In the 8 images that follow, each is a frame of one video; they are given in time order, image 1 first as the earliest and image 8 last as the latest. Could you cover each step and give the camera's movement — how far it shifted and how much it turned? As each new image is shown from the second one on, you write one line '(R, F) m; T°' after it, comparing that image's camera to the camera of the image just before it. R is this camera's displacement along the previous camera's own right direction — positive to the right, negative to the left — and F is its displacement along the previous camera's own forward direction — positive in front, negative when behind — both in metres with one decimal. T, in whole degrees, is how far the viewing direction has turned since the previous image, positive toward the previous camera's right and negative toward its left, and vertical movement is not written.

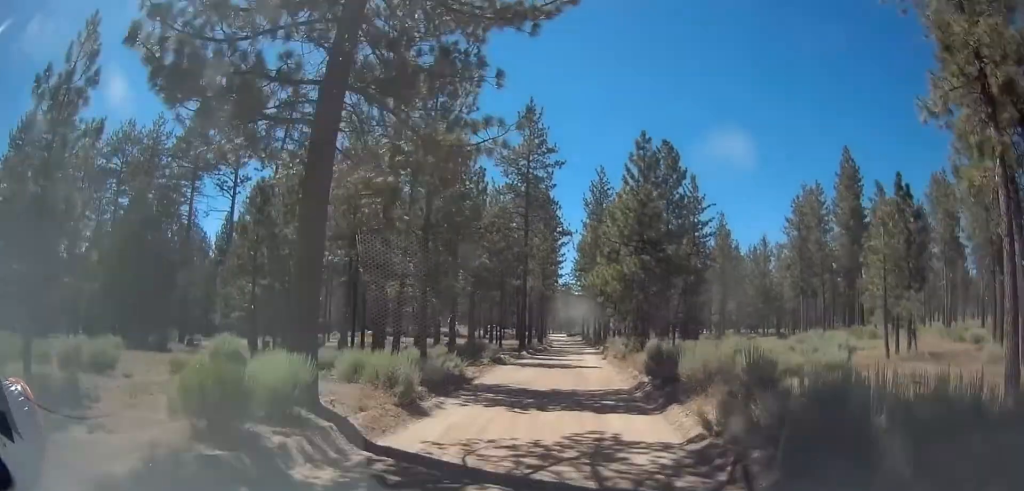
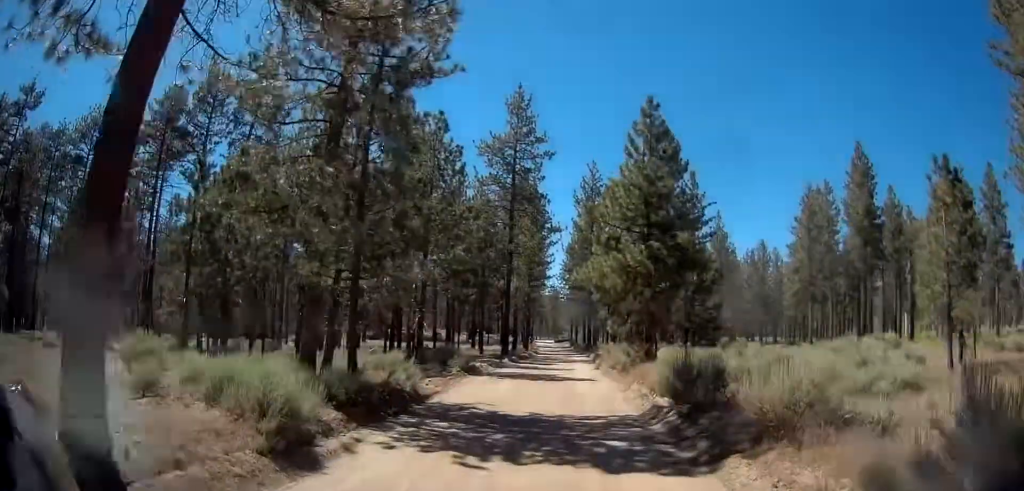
(+0.2, +5.3) m; +1°
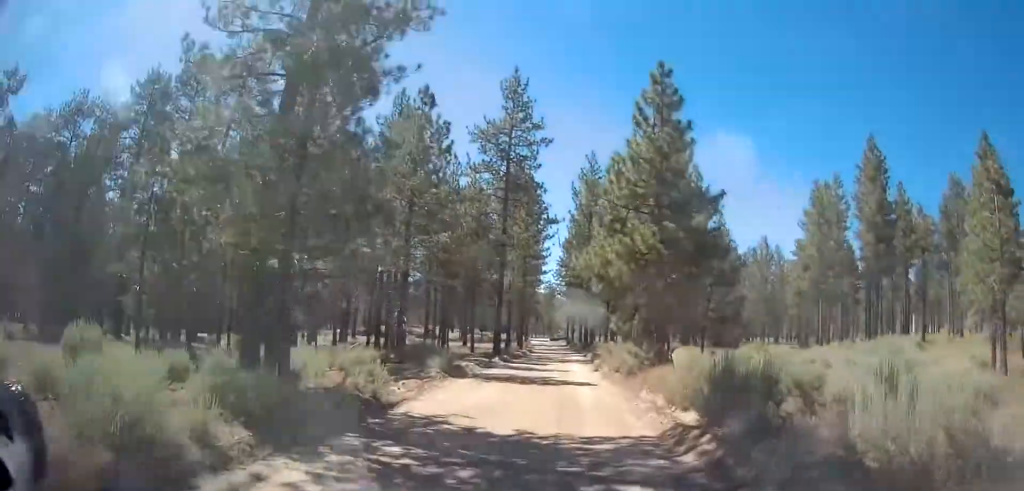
(-0.2, +3.2) m; +1°
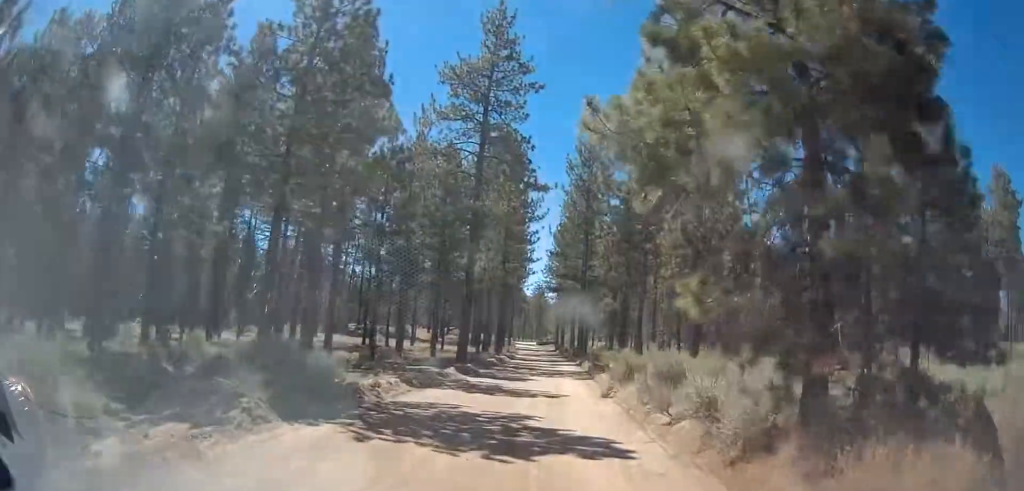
(+0.3, +13.1) m; 0°
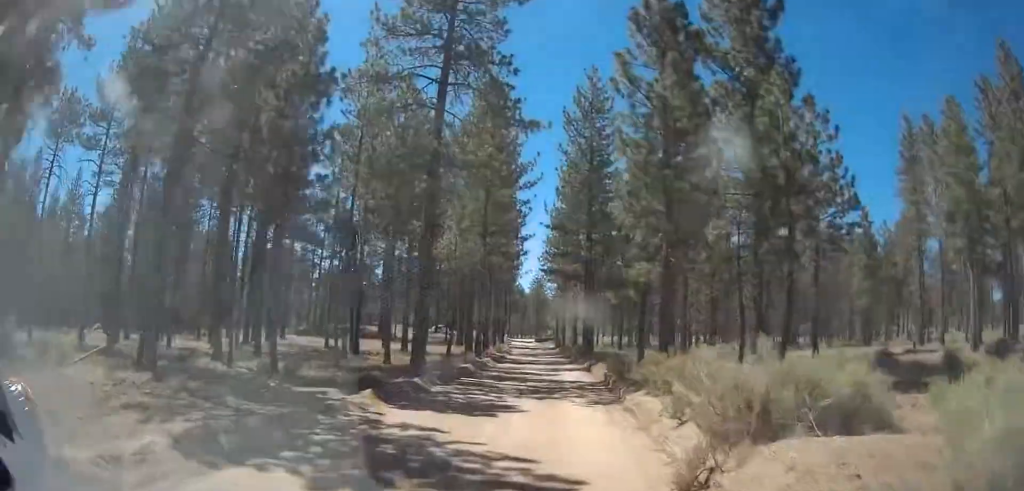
(+0.2, +12.0) m; 0°
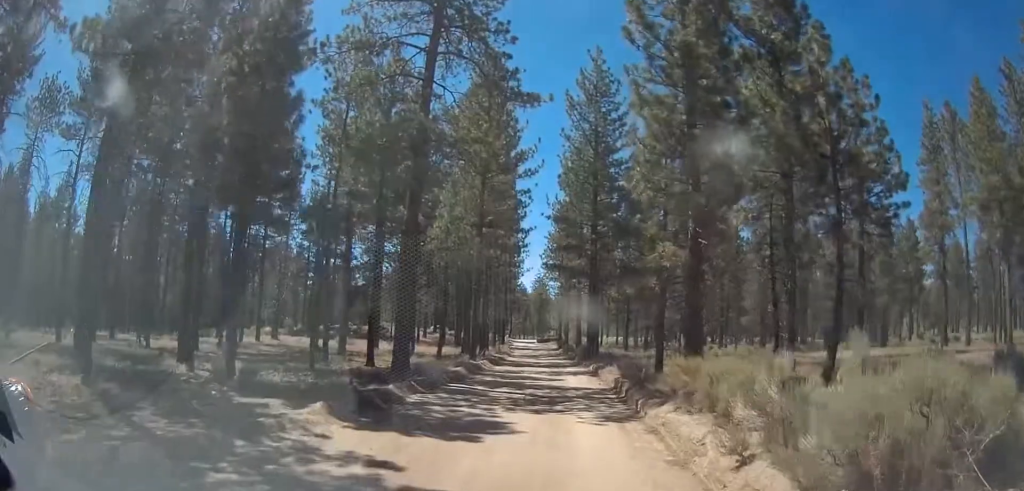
(-0.3, +3.4) m; 0°
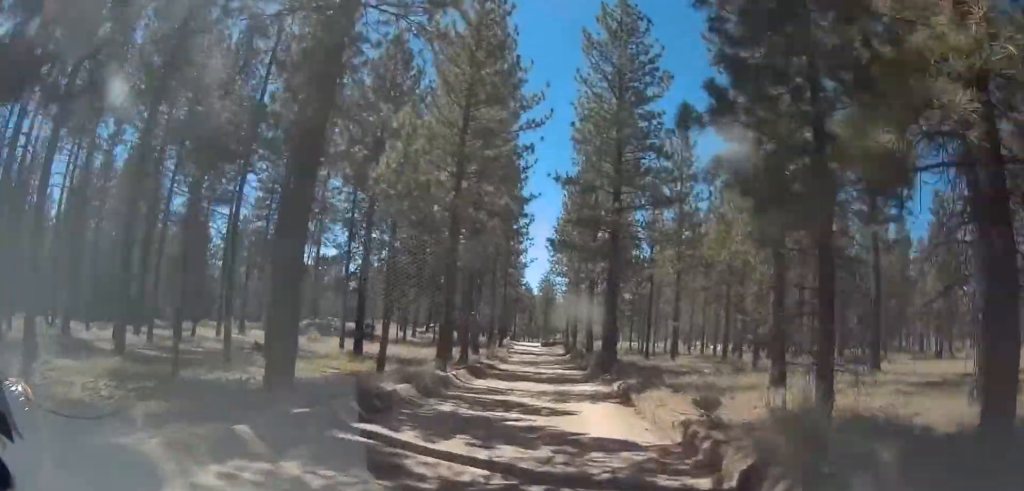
(+0.3, +10.8) m; +4°
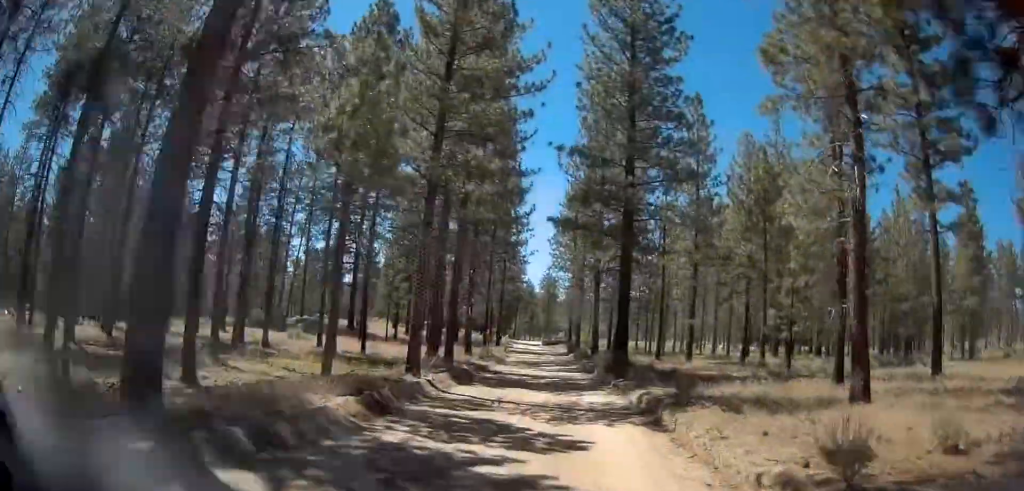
(-0.1, +4.8) m; -4°
